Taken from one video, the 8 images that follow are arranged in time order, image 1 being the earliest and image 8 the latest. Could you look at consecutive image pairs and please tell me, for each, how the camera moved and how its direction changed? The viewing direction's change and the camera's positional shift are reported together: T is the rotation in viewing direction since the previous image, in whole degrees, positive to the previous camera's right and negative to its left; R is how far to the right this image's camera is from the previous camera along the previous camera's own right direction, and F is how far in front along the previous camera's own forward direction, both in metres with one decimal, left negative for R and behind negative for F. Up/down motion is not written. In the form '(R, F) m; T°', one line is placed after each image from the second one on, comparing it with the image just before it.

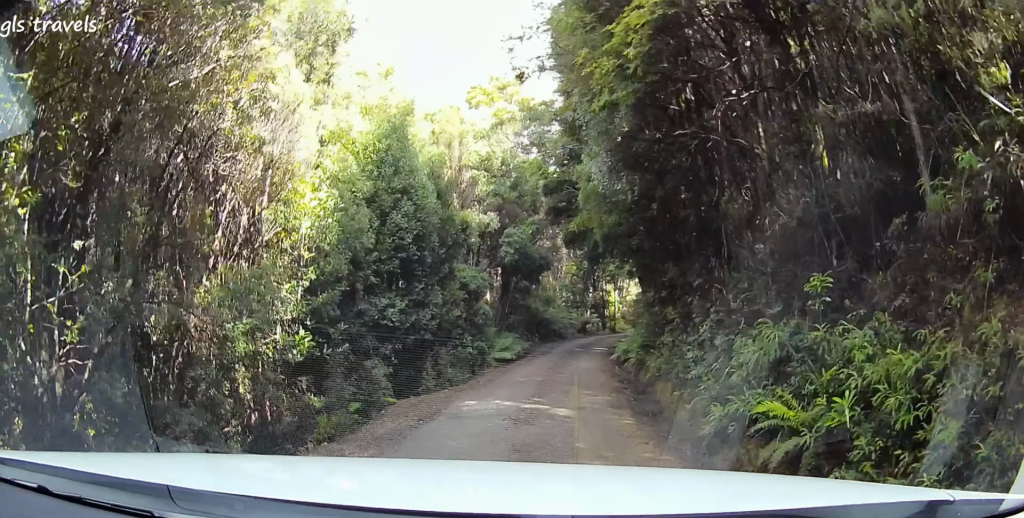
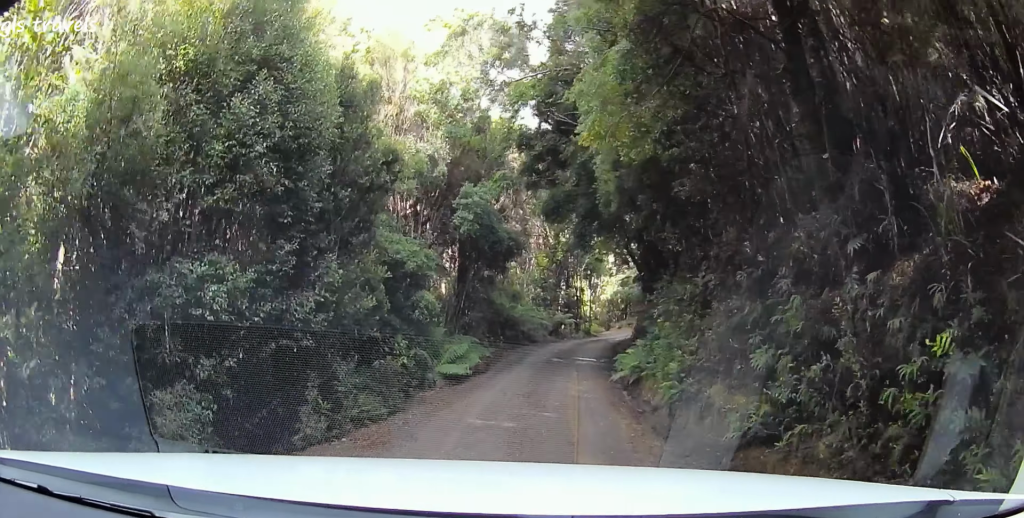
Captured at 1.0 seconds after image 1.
(0.0, +6.7) m; +4°
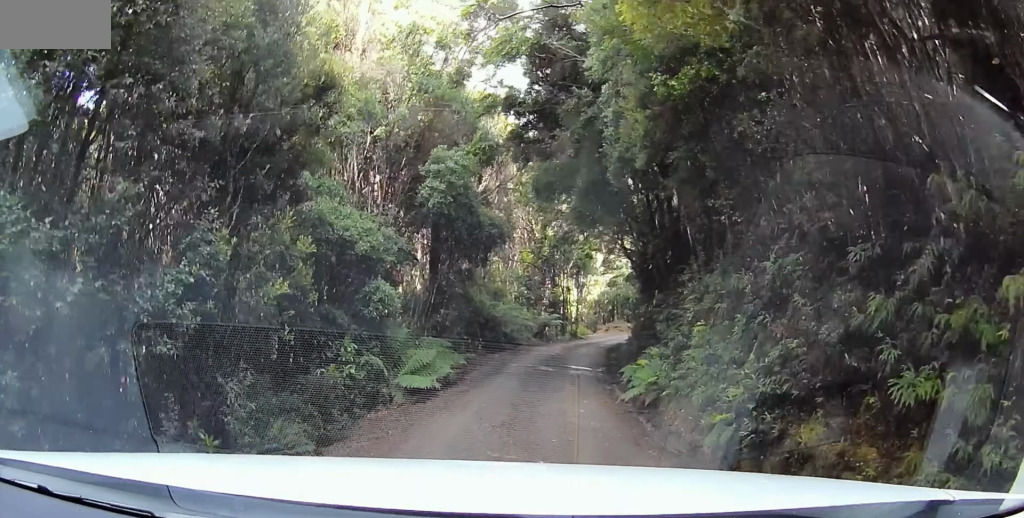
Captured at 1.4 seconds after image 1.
(-0.2, +3.1) m; +6°
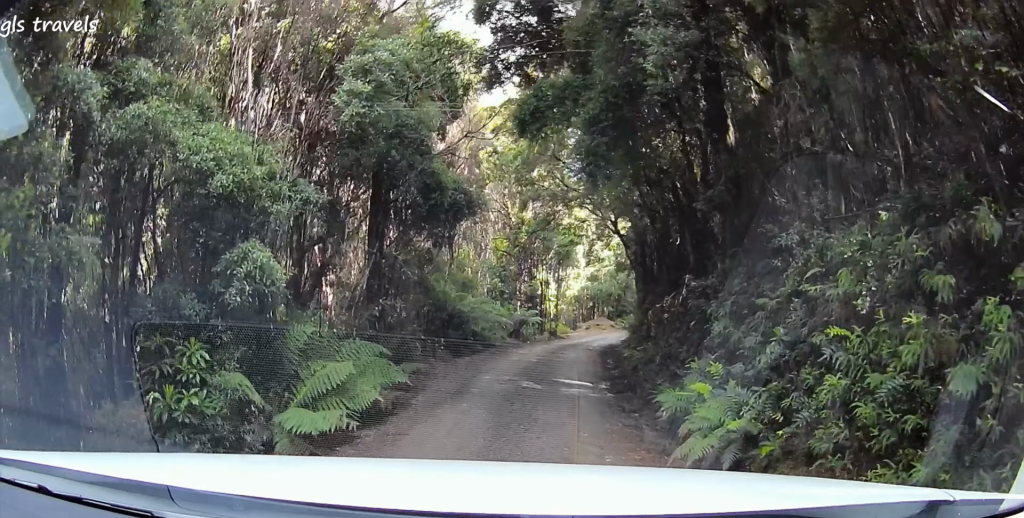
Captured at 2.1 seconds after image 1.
(+0.6, +4.5) m; +10°
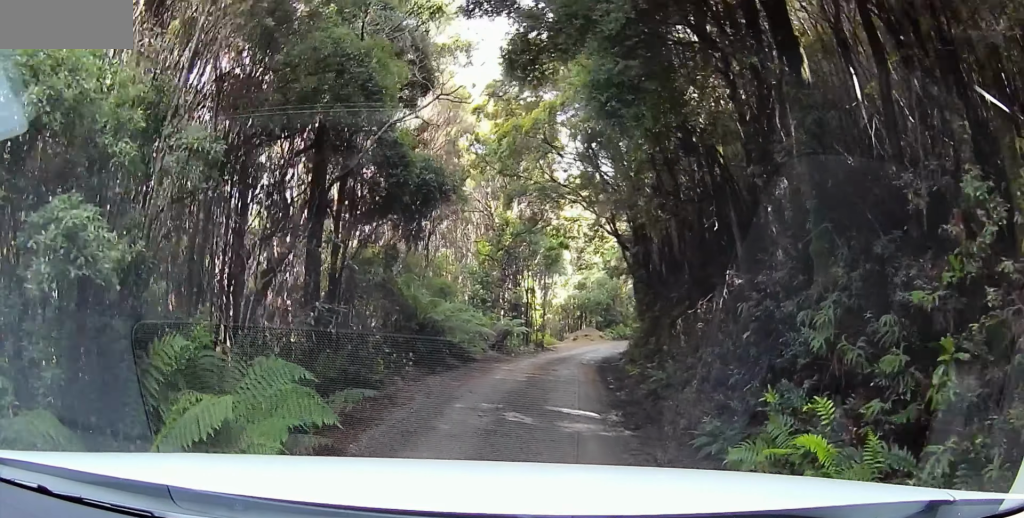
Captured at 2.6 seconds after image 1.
(+0.2, +2.9) m; +7°
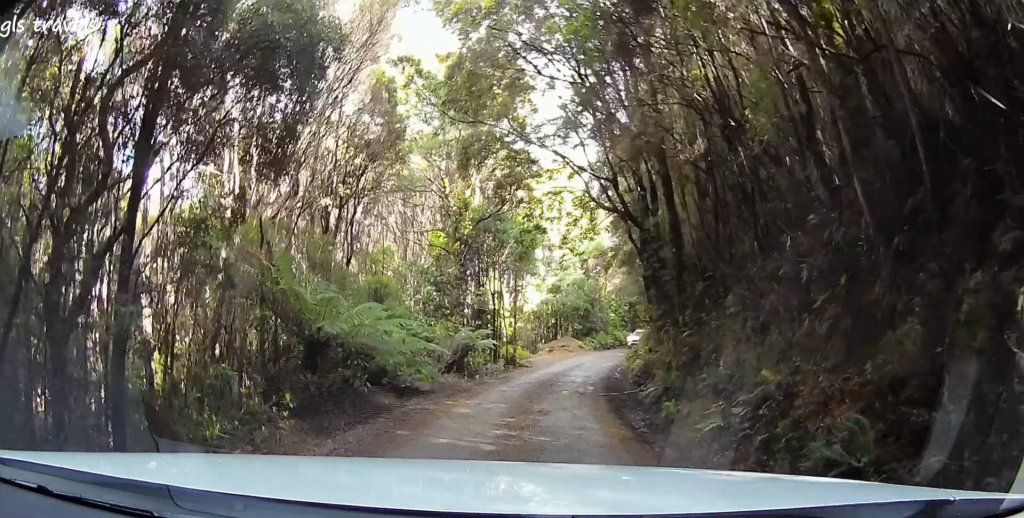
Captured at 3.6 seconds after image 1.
(+0.5, +6.5) m; +1°
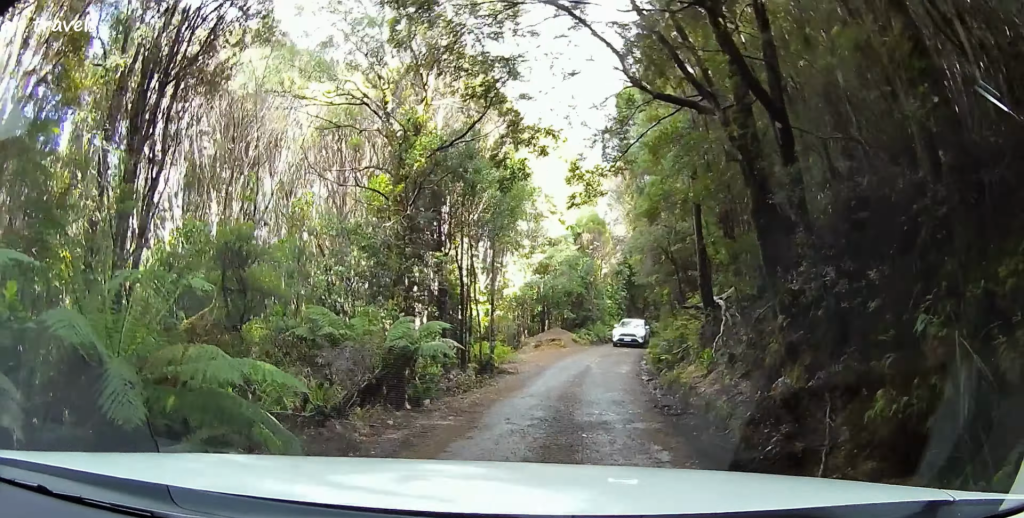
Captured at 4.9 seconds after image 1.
(-0.3, +8.8) m; +1°
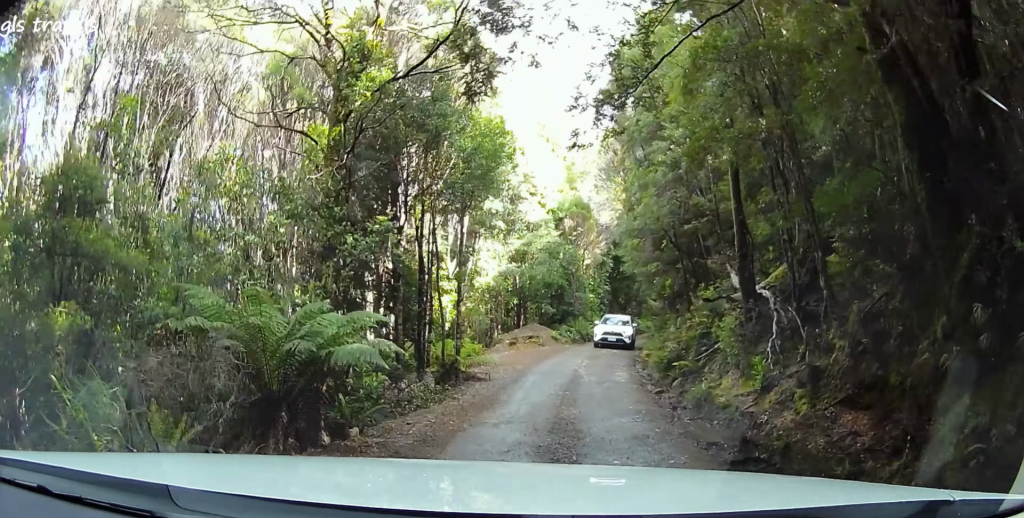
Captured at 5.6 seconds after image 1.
(+0.2, +4.1) m; +3°
